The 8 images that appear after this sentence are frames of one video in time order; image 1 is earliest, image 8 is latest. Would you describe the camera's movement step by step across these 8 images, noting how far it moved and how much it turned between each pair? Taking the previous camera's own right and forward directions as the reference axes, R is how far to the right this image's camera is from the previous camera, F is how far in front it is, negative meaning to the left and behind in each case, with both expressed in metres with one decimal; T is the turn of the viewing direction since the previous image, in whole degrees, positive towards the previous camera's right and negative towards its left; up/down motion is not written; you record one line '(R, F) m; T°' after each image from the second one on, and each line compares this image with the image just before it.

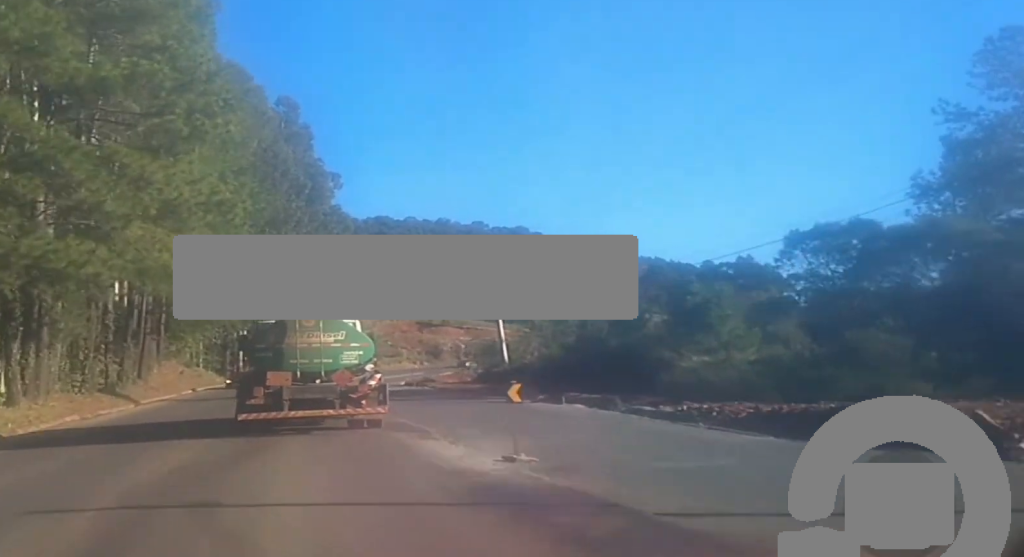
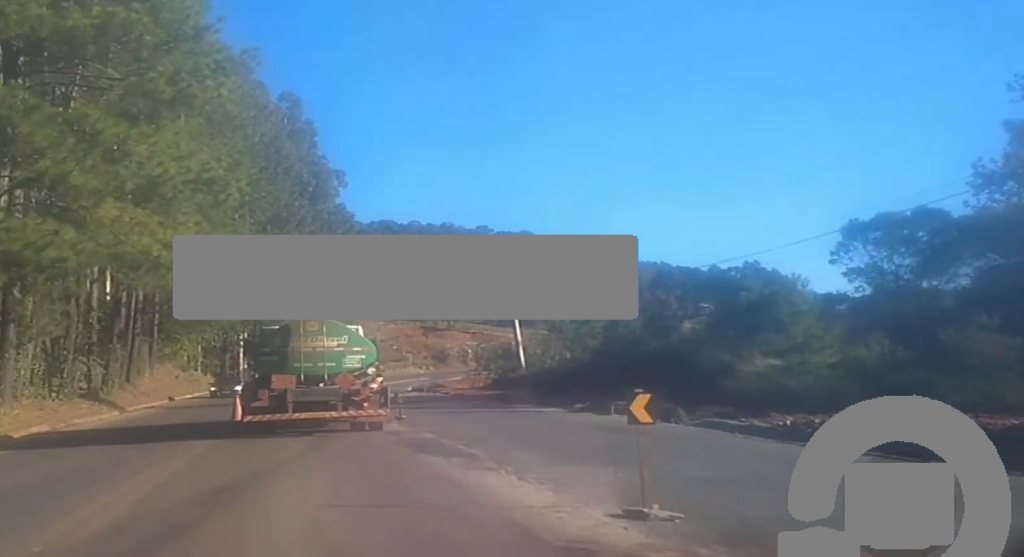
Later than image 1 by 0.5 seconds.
(+0.2, +4.7) m; +1°
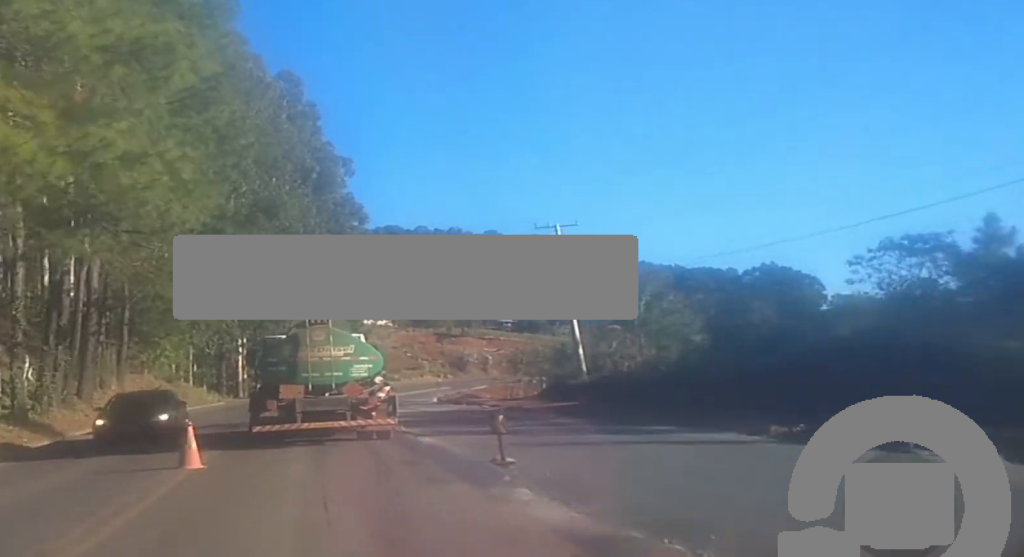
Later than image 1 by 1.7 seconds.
(0.0, +11.8) m; -2°
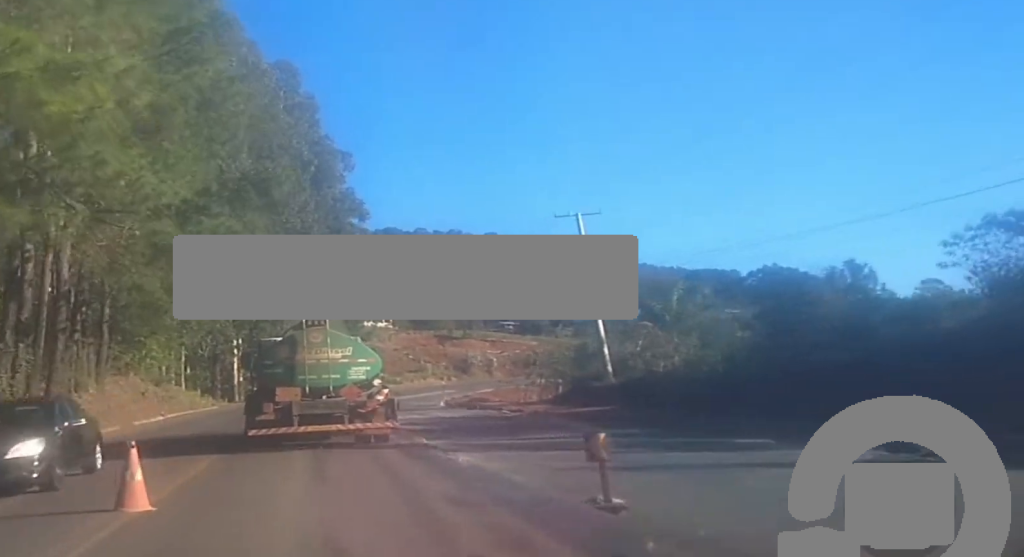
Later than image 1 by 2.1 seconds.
(-0.1, +4.4) m; -1°
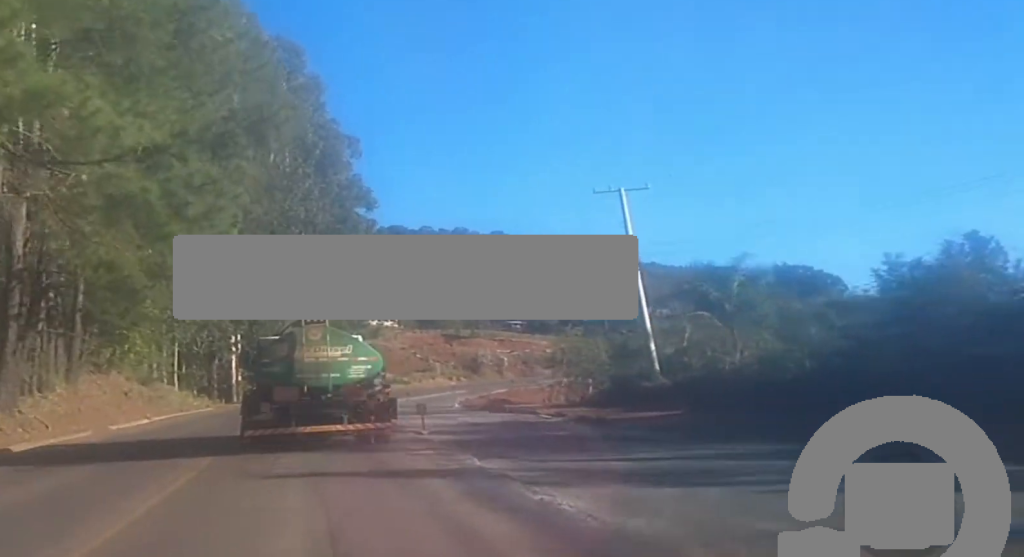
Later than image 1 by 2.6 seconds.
(-0.1, +5.6) m; -1°
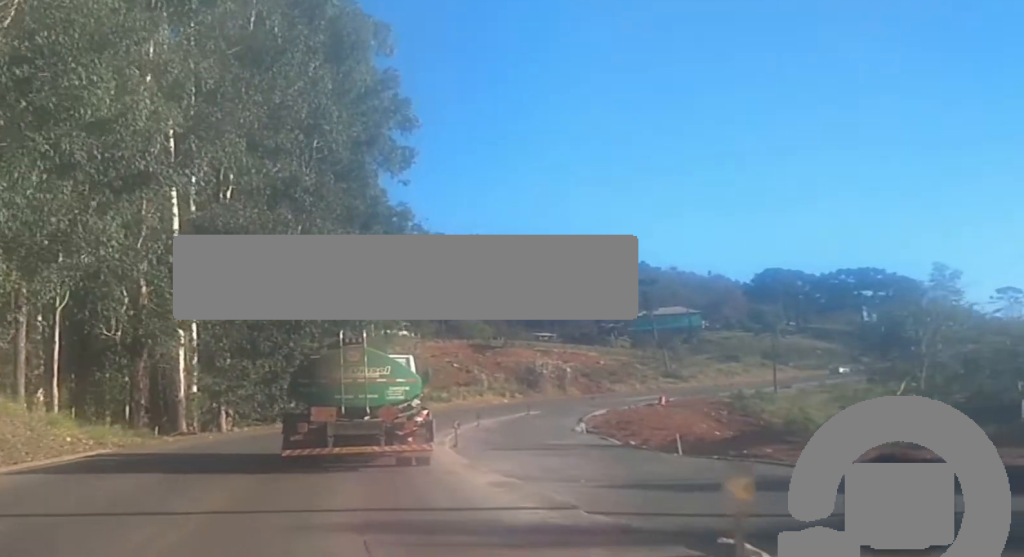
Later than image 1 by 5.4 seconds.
(0.0, +34.9) m; +1°
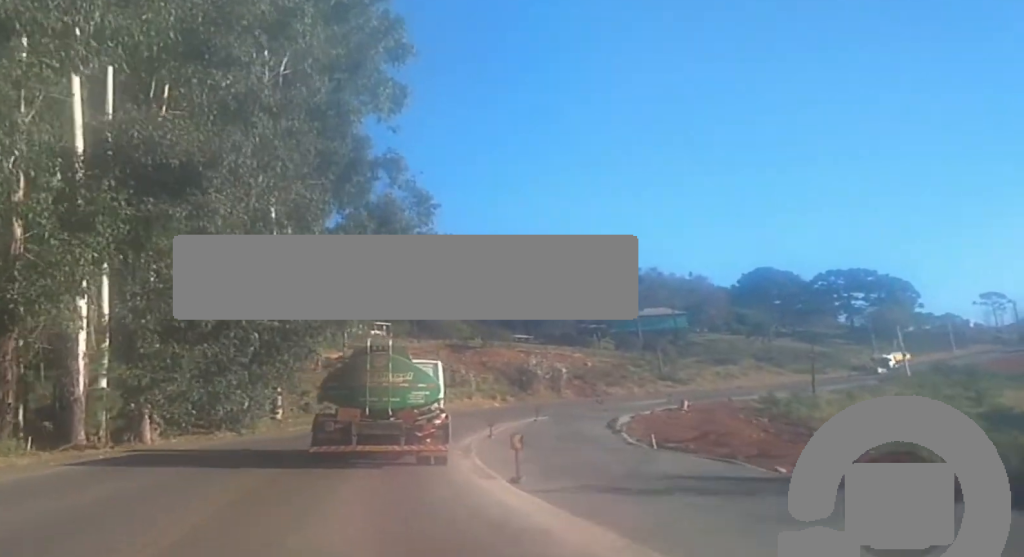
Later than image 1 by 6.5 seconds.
(+0.3, +14.0) m; +1°
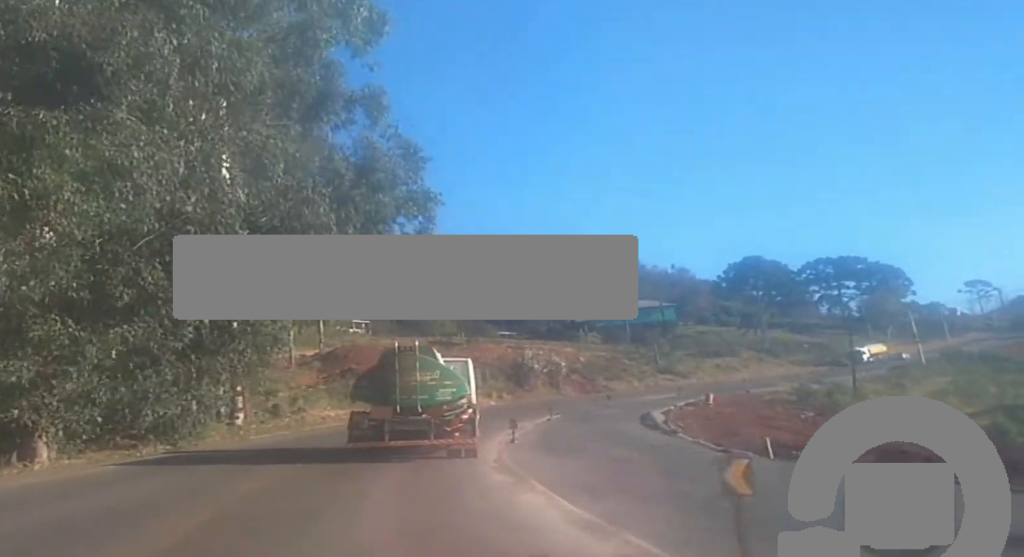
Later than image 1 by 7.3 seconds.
(0.0, +10.5) m; +2°
